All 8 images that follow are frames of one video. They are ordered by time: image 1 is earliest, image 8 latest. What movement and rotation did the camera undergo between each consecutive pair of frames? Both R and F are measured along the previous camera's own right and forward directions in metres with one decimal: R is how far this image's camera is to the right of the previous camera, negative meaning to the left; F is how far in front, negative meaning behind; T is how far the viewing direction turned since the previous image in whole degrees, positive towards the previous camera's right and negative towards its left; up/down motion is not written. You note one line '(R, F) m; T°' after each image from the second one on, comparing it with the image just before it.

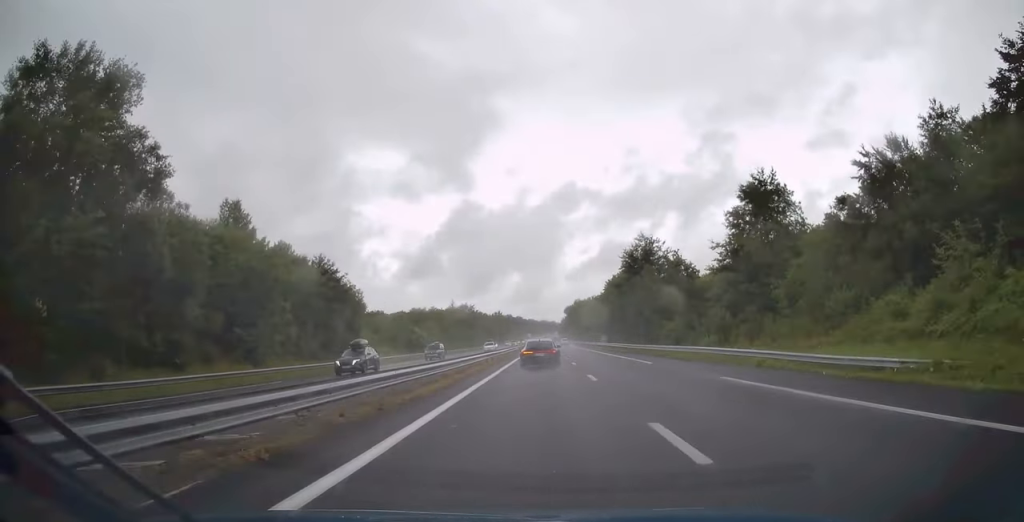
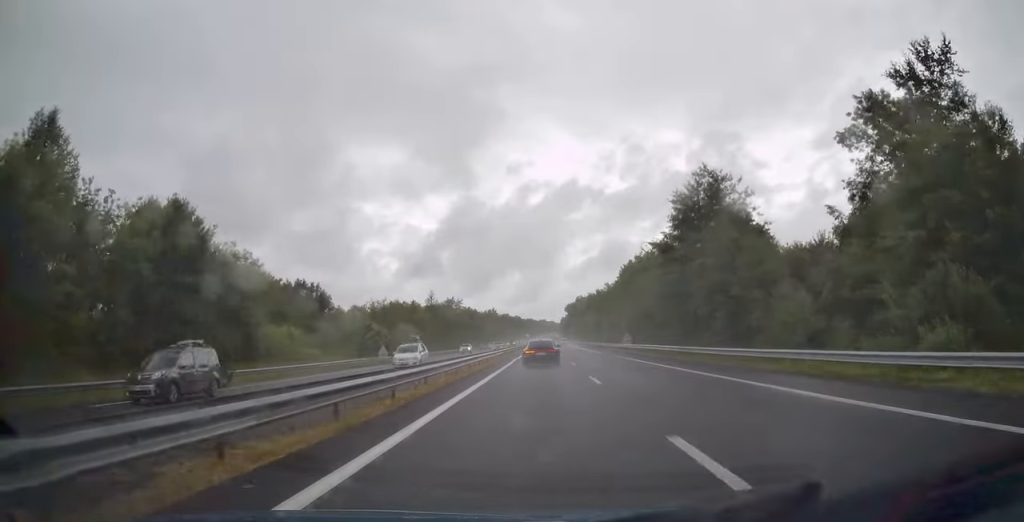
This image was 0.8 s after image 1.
(0.0, +27.5) m; 0°
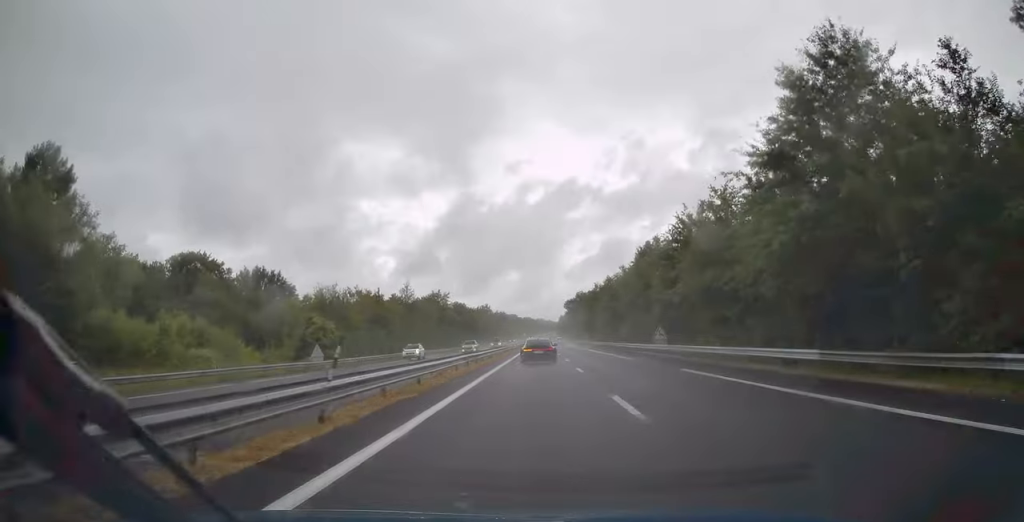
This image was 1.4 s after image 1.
(0.0, +20.6) m; 0°
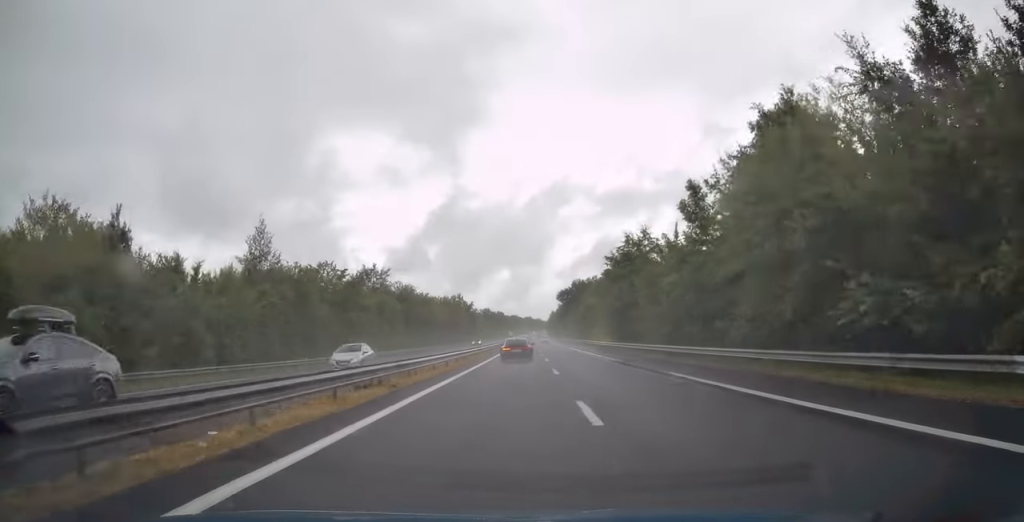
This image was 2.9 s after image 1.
(+0.2, +53.3) m; +1°
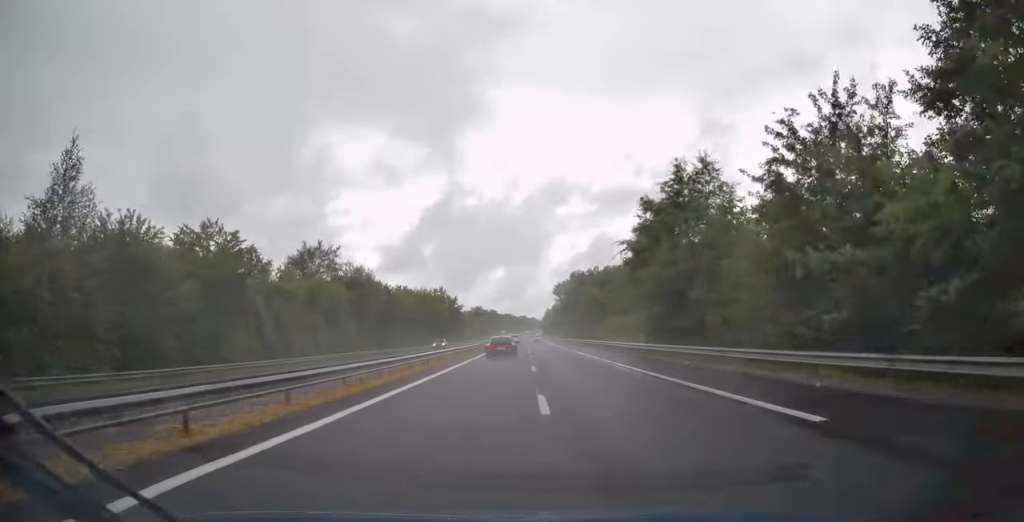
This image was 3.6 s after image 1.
(+0.1, +25.0) m; 0°
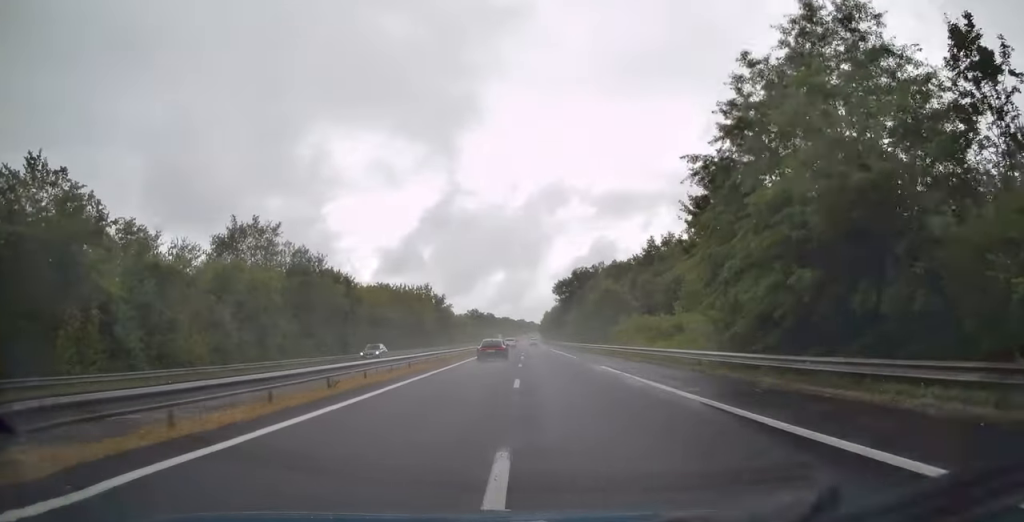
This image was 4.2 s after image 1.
(0.0, +19.7) m; 0°
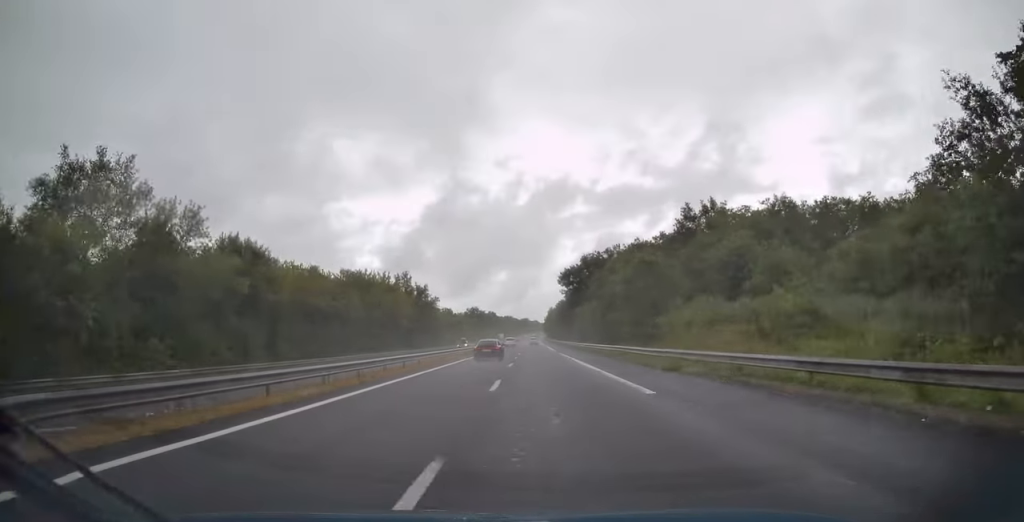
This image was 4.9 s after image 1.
(-0.1, +27.0) m; 0°
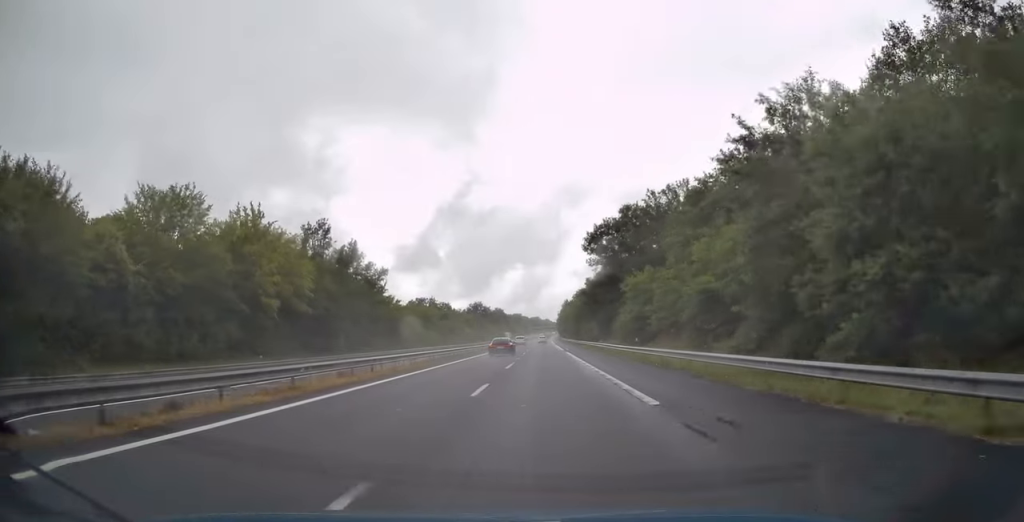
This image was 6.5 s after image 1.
(-0.2, +53.9) m; -1°
